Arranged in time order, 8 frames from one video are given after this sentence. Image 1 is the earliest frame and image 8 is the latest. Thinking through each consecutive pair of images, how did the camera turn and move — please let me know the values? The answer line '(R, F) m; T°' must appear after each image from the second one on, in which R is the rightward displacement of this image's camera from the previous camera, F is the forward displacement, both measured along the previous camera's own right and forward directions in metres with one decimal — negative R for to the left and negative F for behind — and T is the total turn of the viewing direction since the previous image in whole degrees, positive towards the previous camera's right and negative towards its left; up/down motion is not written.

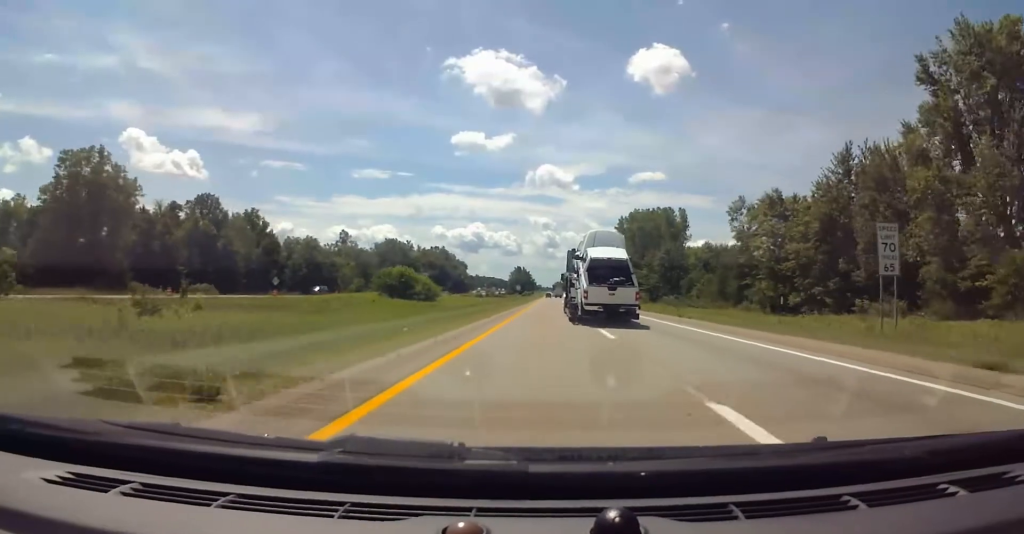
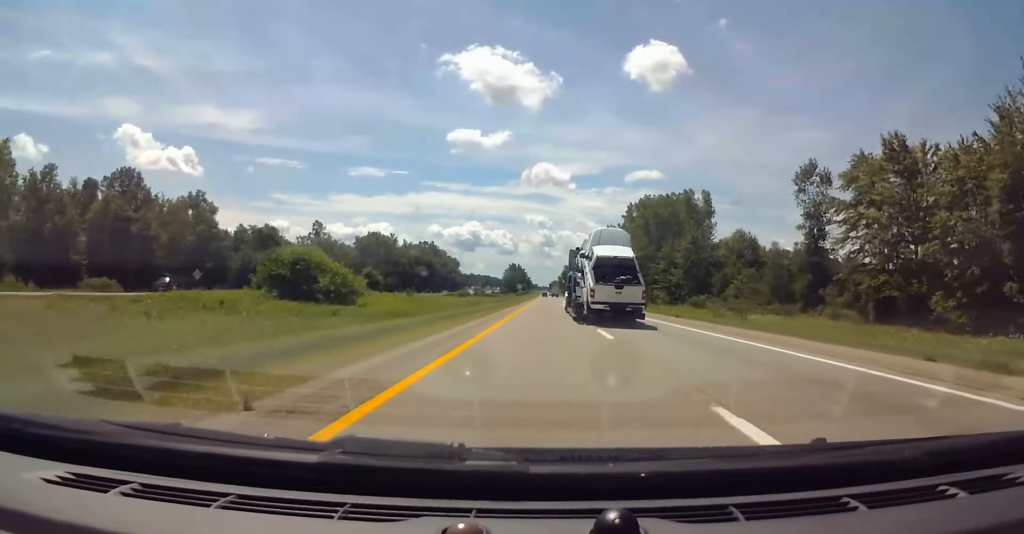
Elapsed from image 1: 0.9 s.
(-0.2, +29.7) m; 0°
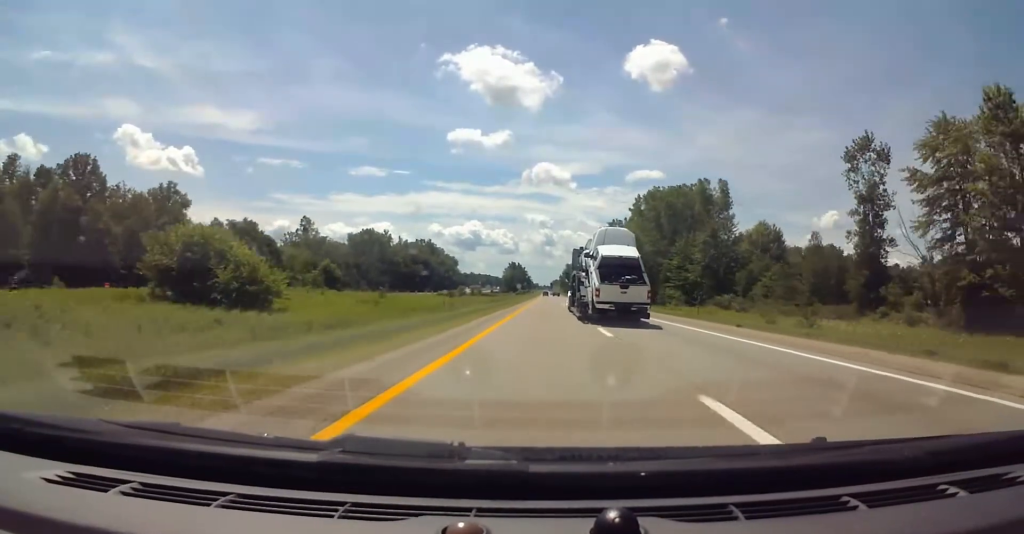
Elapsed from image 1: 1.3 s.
(+0.2, +14.3) m; 0°
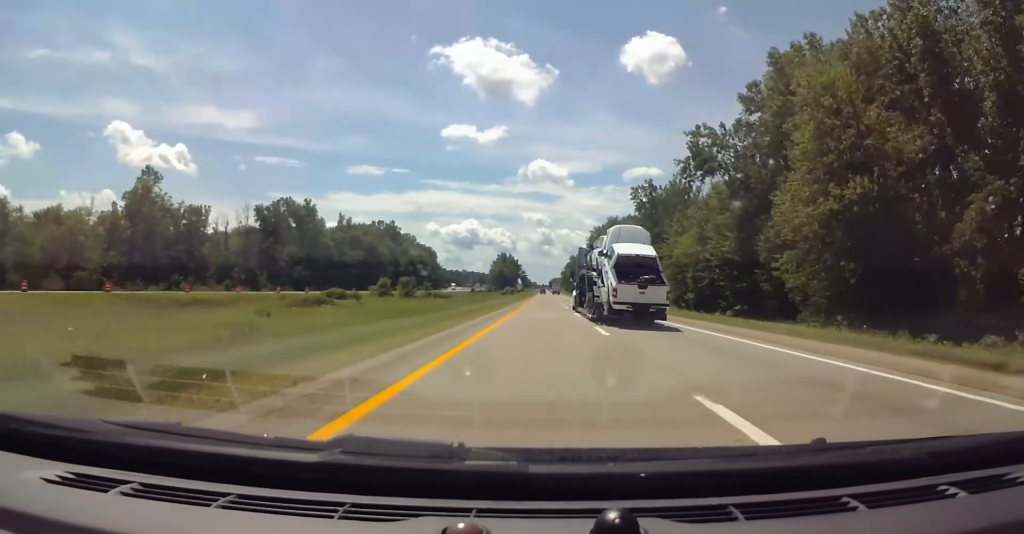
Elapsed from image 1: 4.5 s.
(+0.1, +105.6) m; 0°
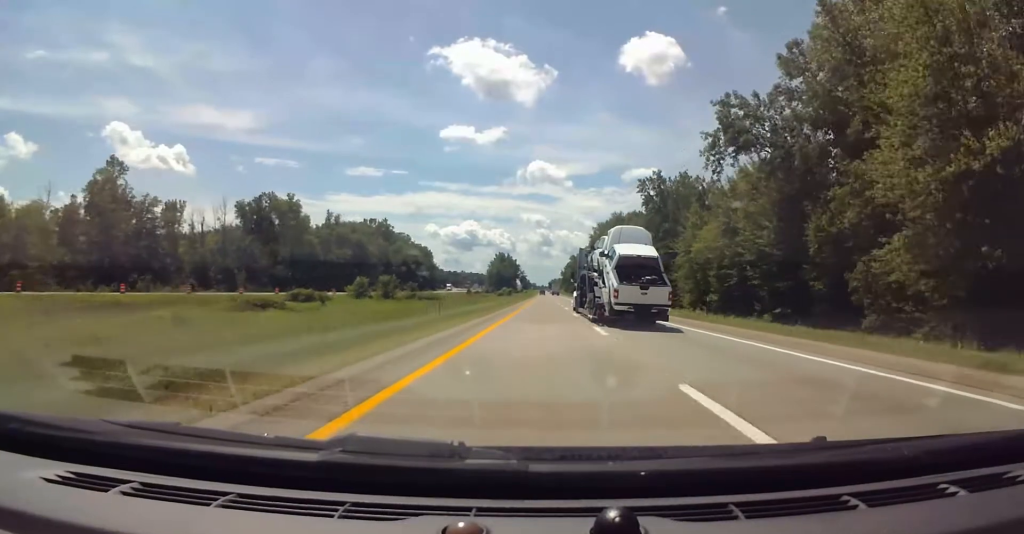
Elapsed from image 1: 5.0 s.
(0.0, +14.3) m; 0°
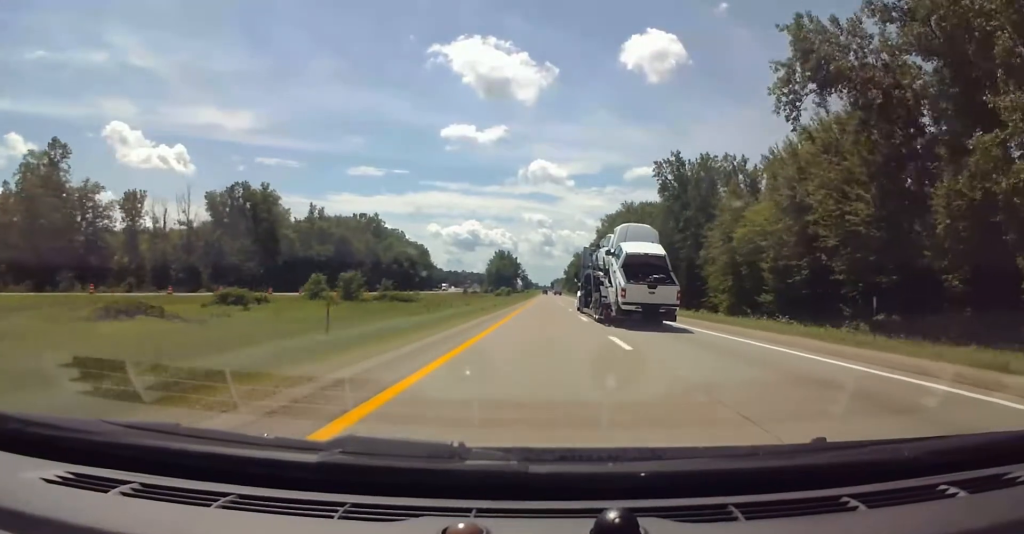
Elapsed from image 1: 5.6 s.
(0.0, +20.9) m; 0°
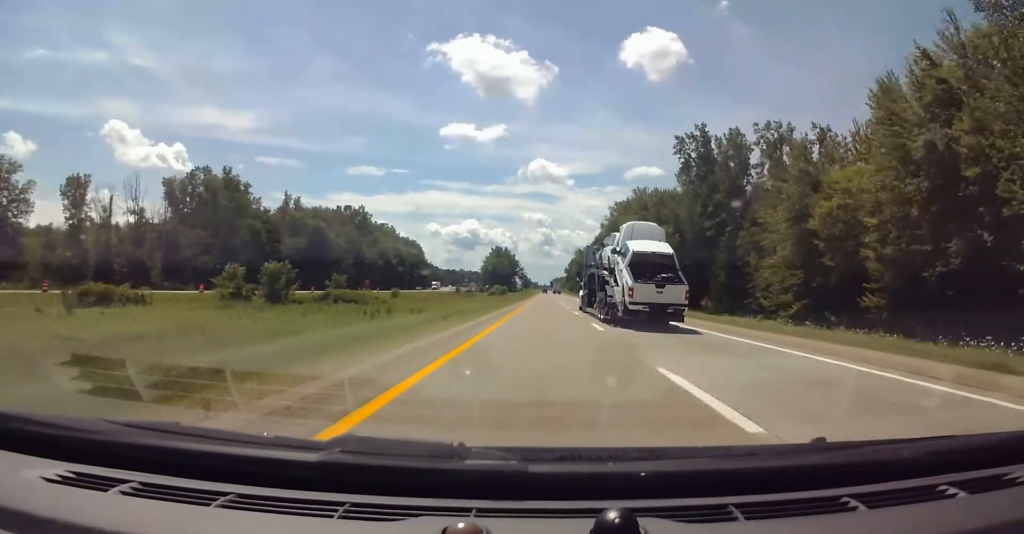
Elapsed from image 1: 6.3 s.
(-0.1, +23.1) m; 0°
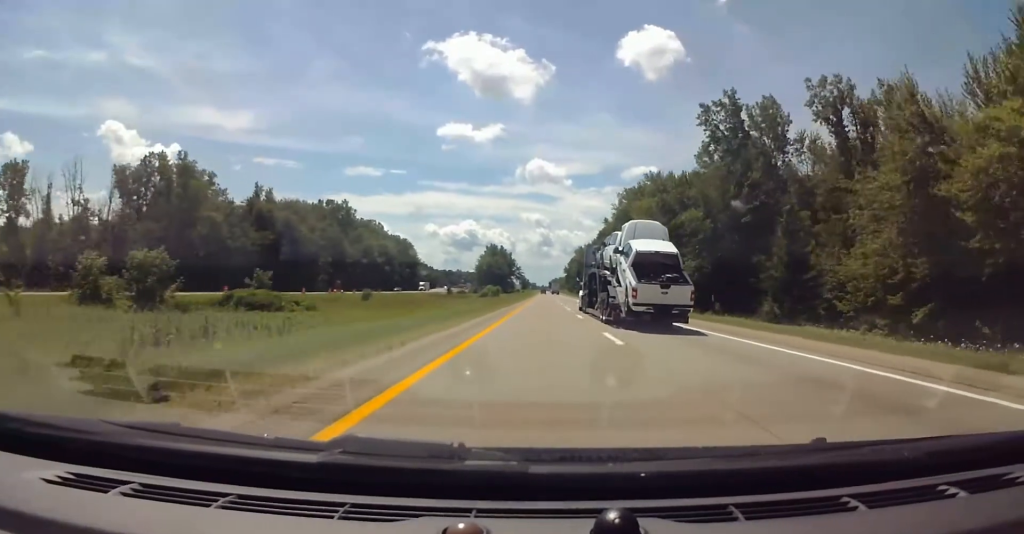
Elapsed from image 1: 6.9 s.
(-0.1, +20.9) m; 0°
